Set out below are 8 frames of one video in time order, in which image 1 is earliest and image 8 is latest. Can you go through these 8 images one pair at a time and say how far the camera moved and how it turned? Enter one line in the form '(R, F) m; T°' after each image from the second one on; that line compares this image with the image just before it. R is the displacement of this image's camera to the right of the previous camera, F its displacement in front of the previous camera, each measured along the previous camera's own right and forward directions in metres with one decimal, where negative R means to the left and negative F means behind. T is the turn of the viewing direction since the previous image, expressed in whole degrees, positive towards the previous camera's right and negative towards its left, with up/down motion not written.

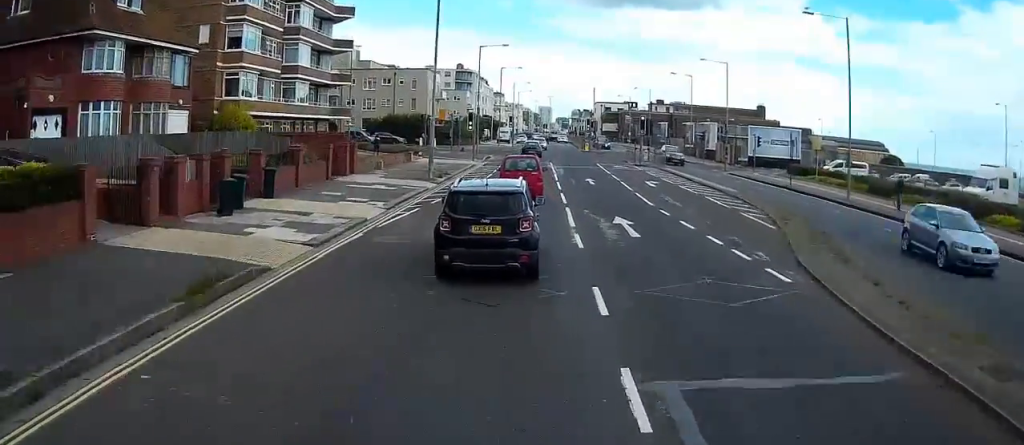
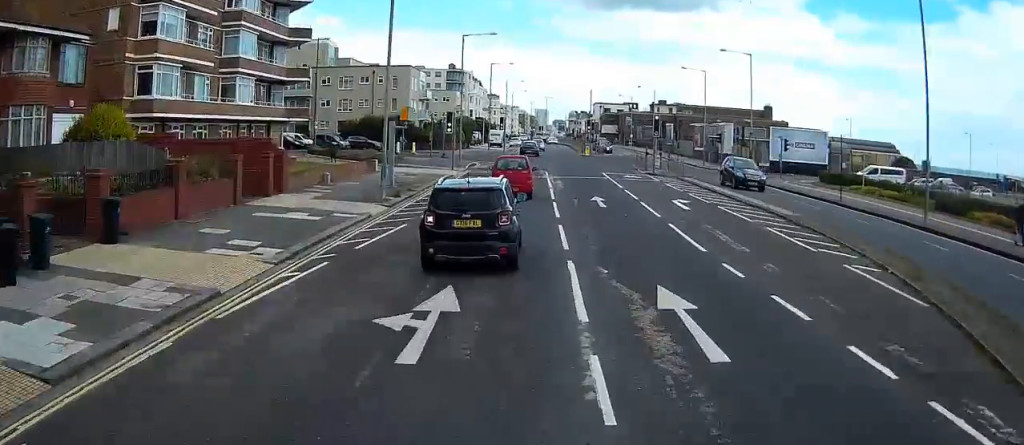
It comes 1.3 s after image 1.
(-0.2, +9.2) m; 0°
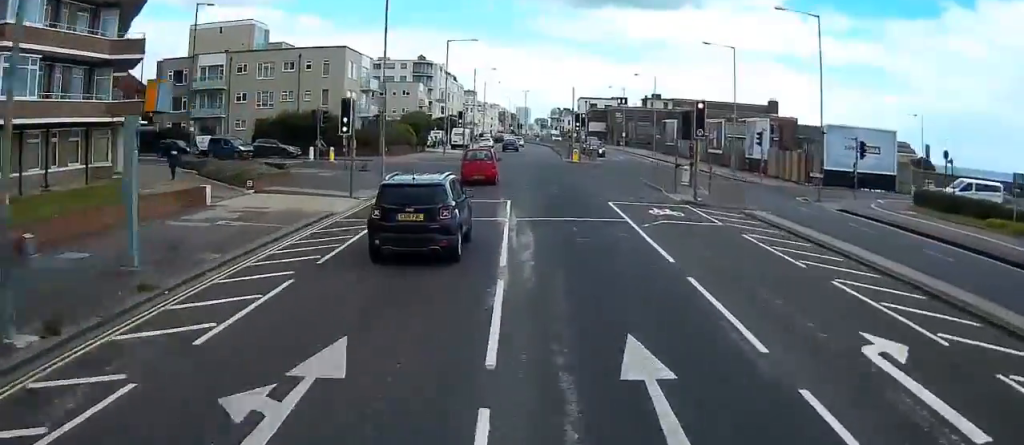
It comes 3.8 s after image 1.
(+0.4, +17.5) m; +1°
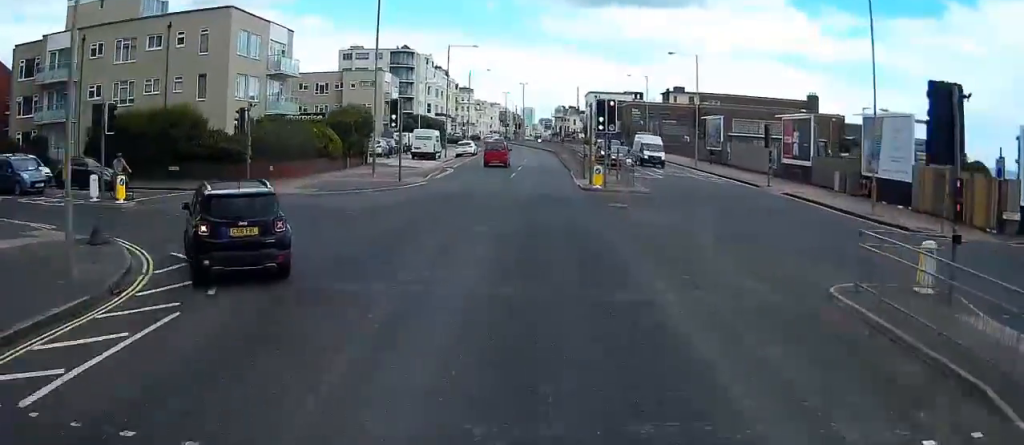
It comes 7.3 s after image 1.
(+0.1, +22.7) m; 0°
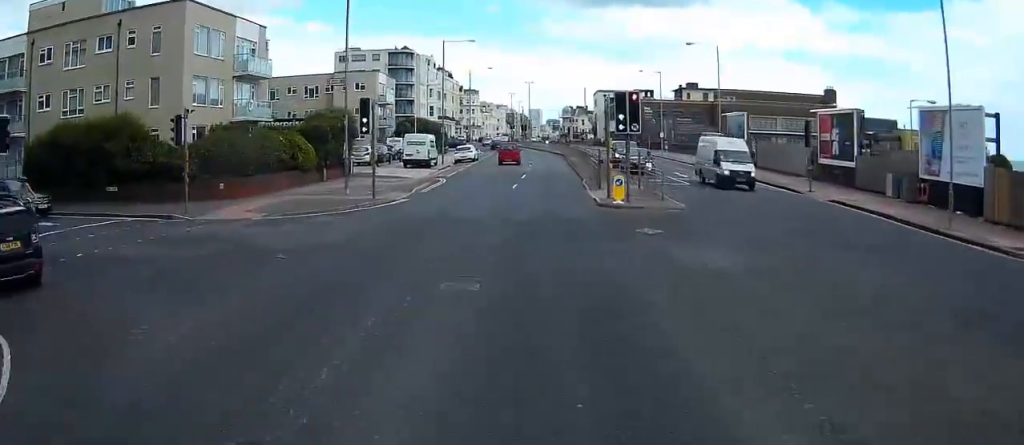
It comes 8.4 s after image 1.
(+0.2, +6.3) m; -2°
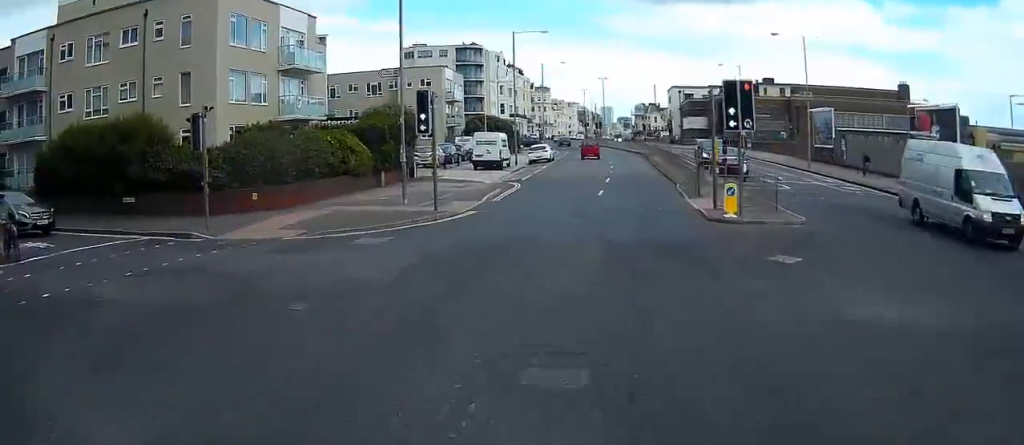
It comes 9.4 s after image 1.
(-0.2, +4.4) m; -8°
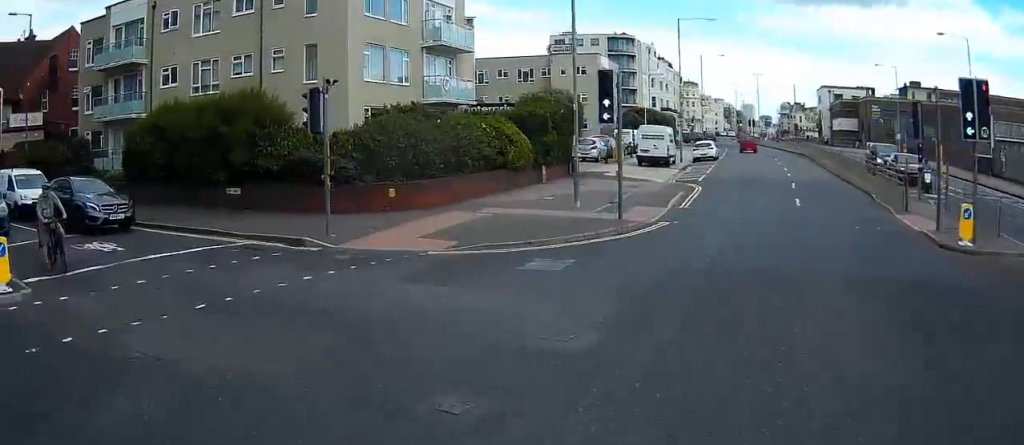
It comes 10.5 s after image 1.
(+0.1, +4.9) m; -12°
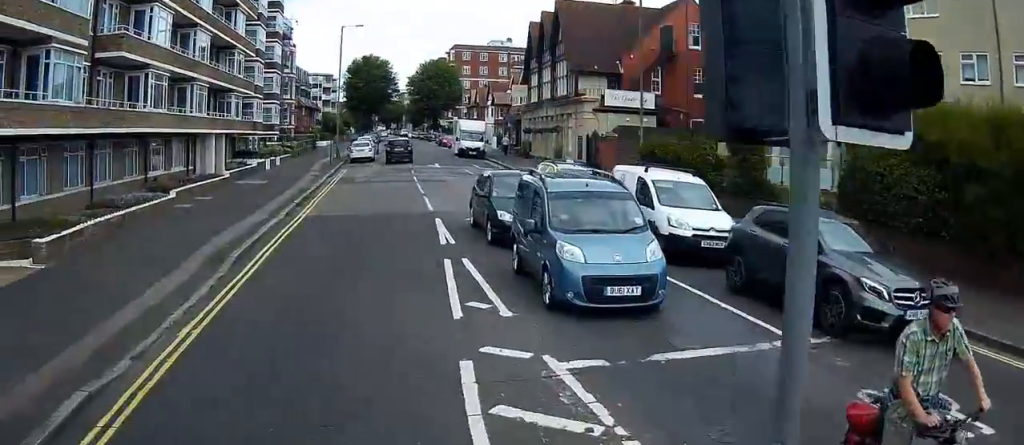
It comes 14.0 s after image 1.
(-5.3, +8.1) m; -49°
